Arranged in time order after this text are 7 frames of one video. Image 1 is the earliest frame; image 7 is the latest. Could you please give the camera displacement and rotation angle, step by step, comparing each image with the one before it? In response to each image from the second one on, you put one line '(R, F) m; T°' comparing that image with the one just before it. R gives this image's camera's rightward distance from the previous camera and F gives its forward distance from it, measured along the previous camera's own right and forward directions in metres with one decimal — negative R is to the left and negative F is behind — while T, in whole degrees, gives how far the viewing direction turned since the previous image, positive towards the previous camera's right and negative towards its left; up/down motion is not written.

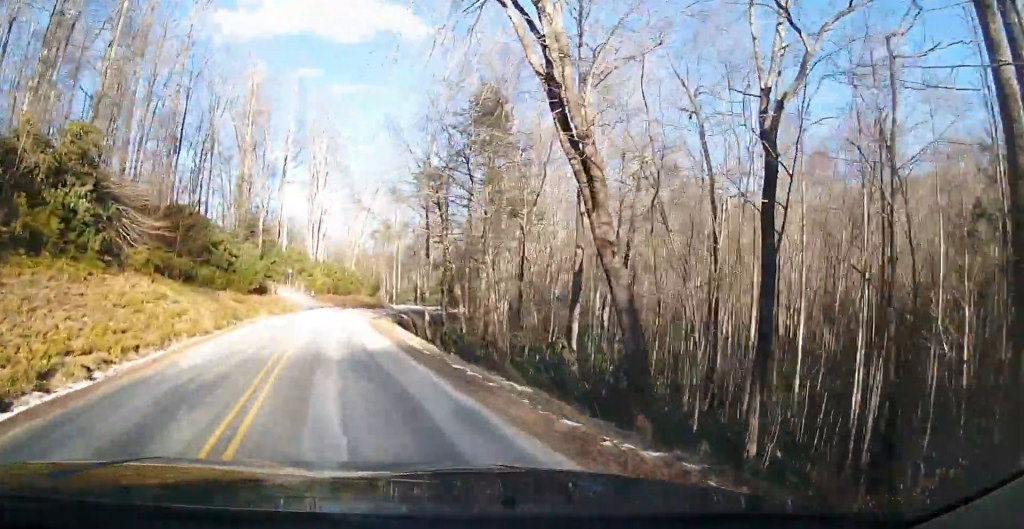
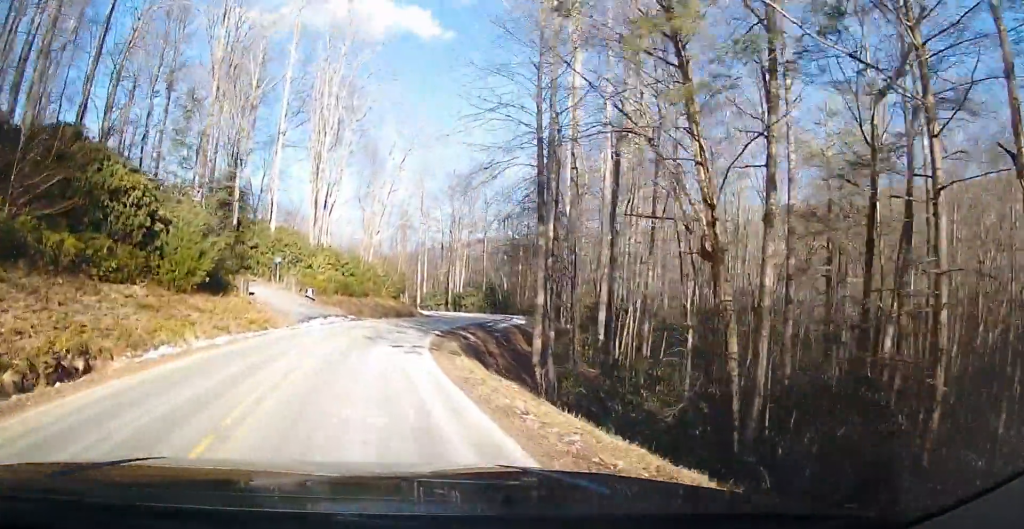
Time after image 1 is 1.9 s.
(-0.9, +23.0) m; -3°
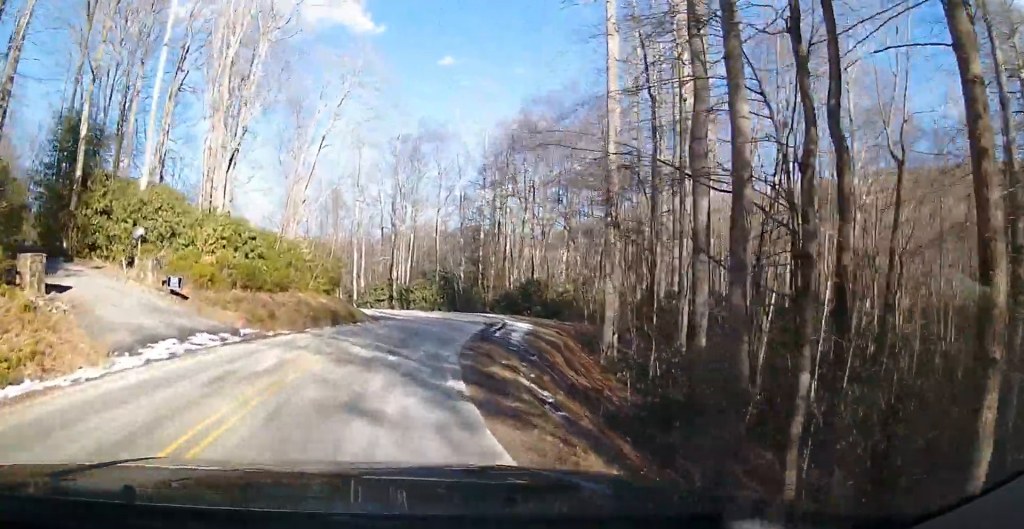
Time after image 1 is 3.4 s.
(+0.3, +18.5) m; +2°
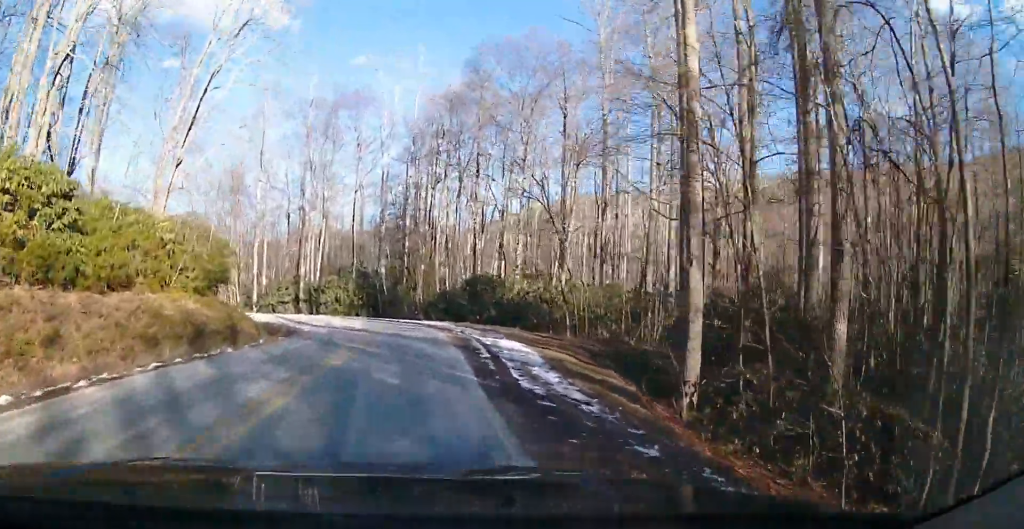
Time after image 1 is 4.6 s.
(0.0, +13.6) m; +4°
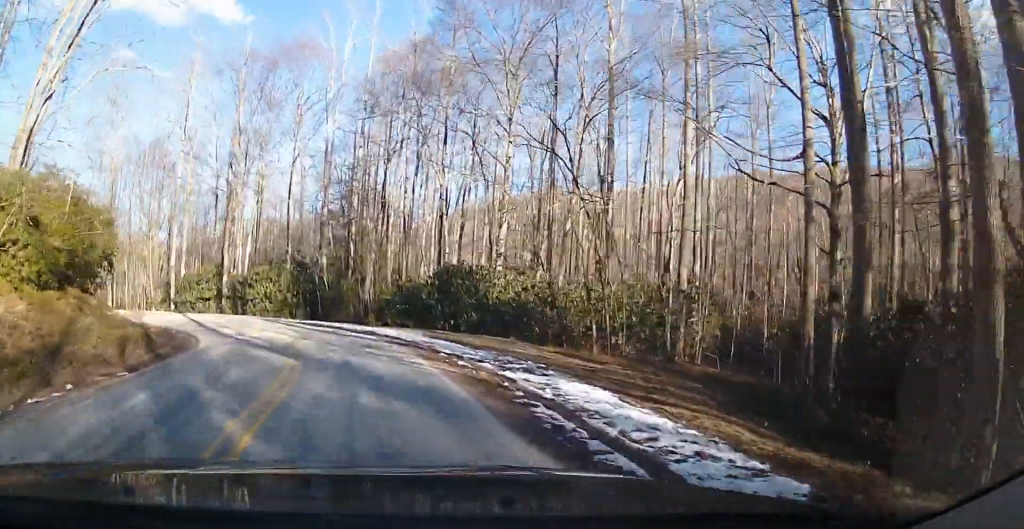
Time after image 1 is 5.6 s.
(+0.8, +11.1) m; +7°
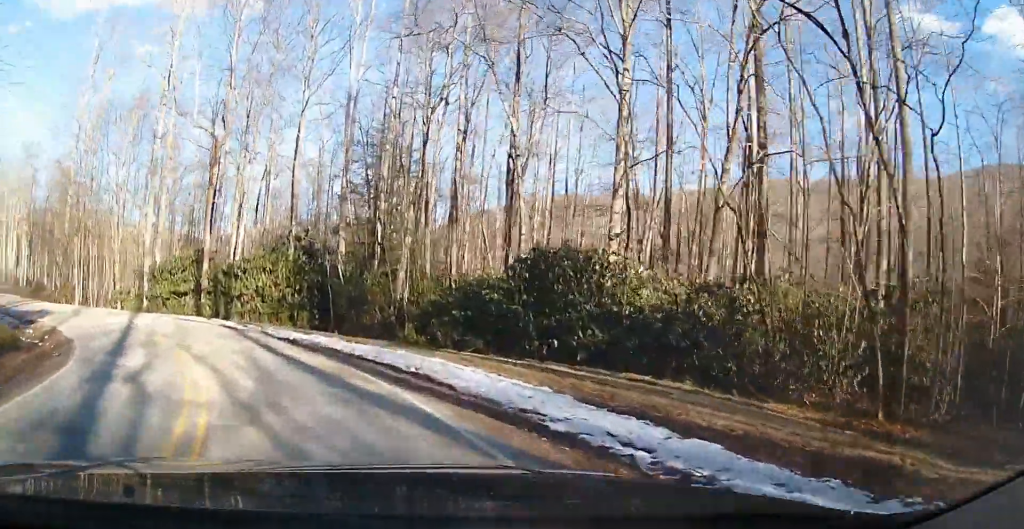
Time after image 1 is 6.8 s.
(+0.6, +13.4) m; +1°
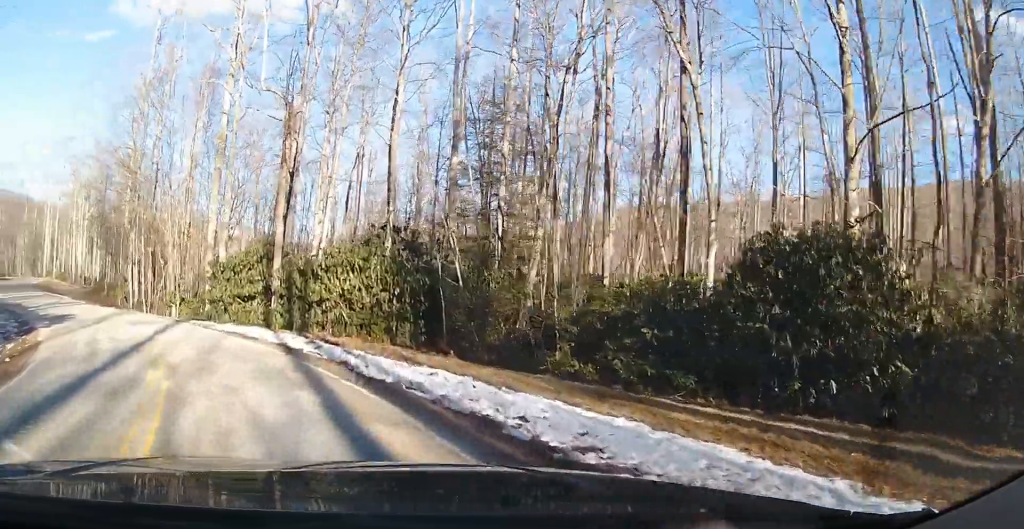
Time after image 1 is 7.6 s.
(0.0, +8.0) m; -2°
